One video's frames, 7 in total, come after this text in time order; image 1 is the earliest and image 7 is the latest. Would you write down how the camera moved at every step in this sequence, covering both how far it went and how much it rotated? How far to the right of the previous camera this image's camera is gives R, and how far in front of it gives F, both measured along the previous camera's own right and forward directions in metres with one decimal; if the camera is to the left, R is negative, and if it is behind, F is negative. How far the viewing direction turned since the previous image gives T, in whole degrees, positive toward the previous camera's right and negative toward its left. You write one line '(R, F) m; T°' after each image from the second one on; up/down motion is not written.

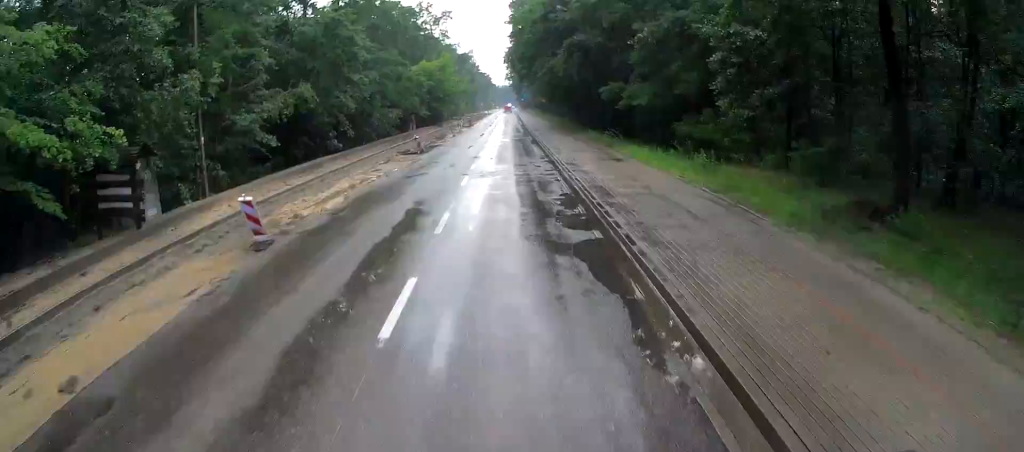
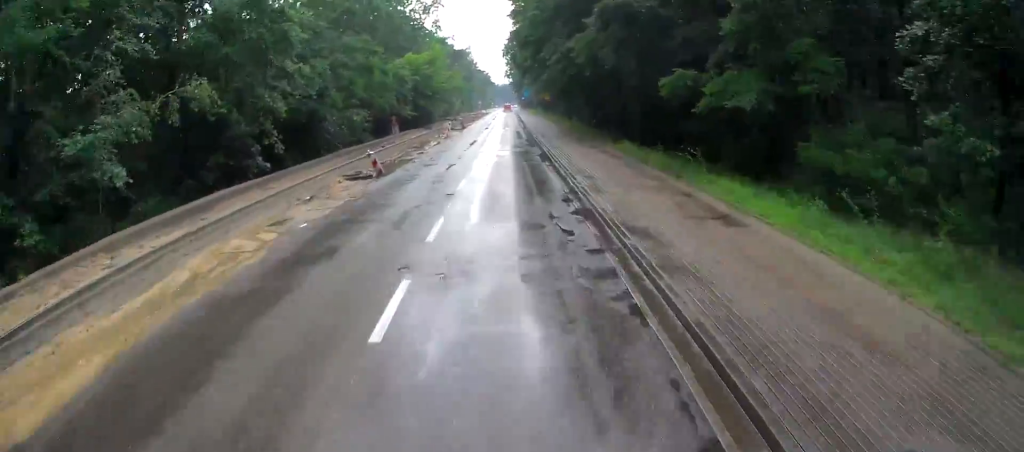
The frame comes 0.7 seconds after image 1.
(0.0, +10.5) m; -1°
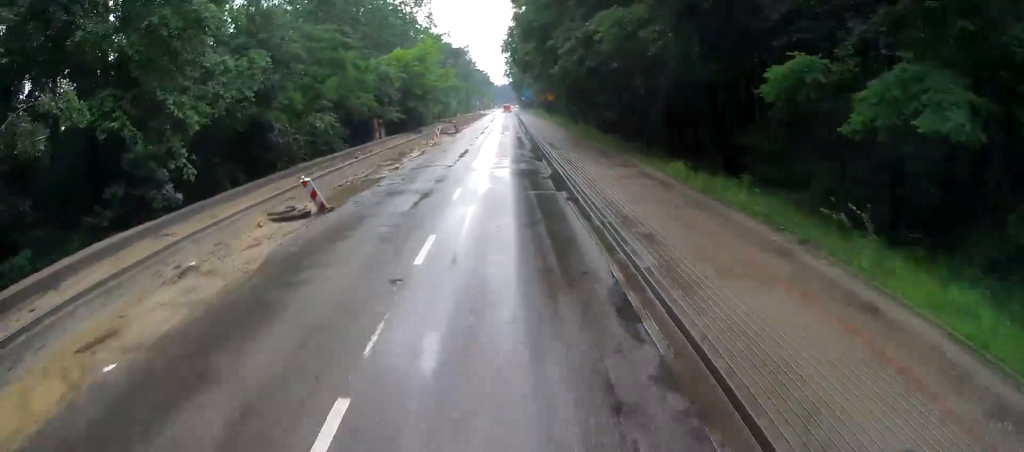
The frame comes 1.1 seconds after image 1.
(-0.1, +7.0) m; -1°
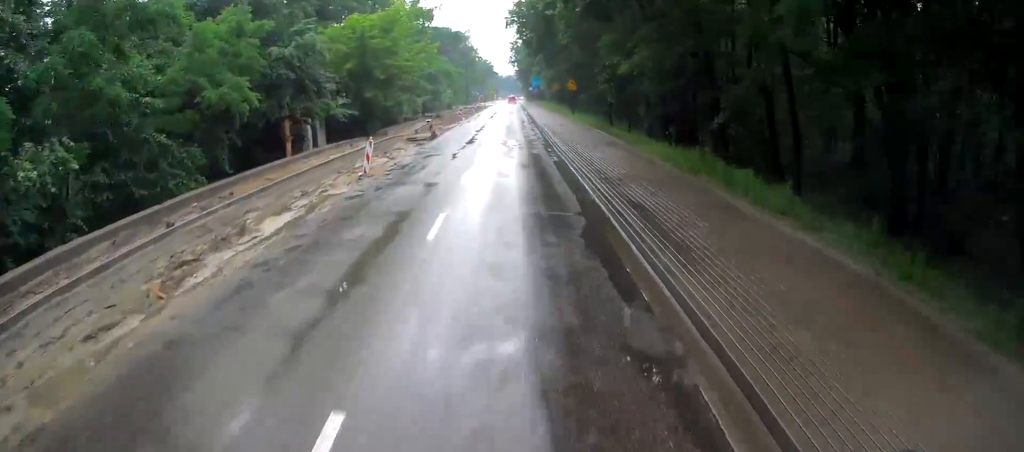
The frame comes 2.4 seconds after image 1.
(-0.1, +19.9) m; 0°
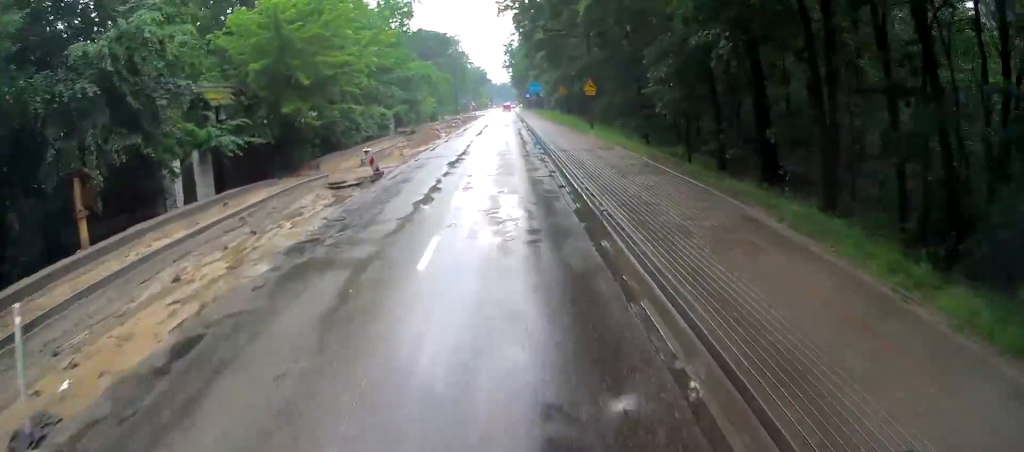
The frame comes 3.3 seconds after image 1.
(0.0, +14.4) m; -1°
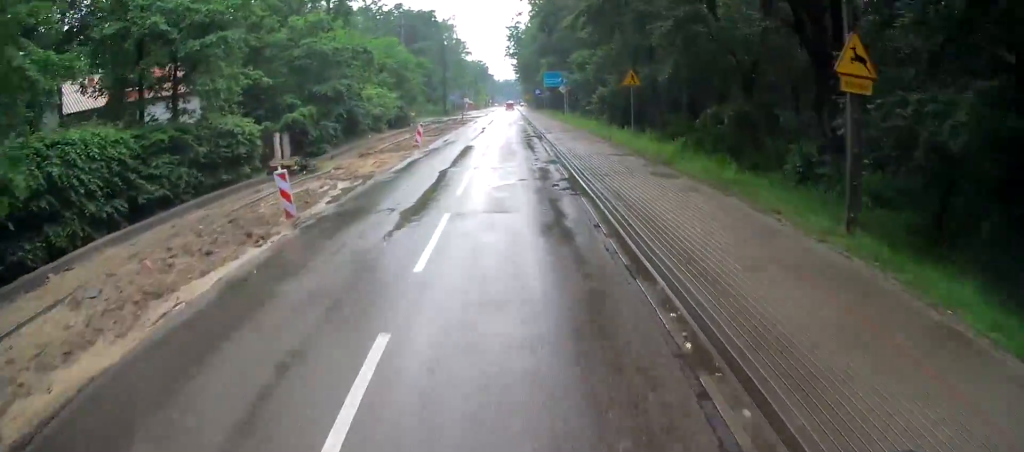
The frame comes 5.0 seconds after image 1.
(-0.2, +29.0) m; +2°
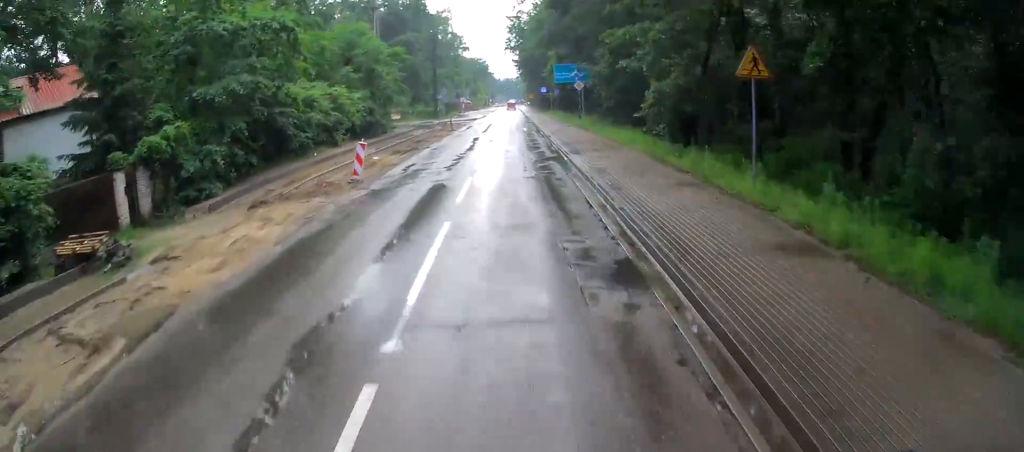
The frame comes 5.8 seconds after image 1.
(+0.3, +13.0) m; 0°
